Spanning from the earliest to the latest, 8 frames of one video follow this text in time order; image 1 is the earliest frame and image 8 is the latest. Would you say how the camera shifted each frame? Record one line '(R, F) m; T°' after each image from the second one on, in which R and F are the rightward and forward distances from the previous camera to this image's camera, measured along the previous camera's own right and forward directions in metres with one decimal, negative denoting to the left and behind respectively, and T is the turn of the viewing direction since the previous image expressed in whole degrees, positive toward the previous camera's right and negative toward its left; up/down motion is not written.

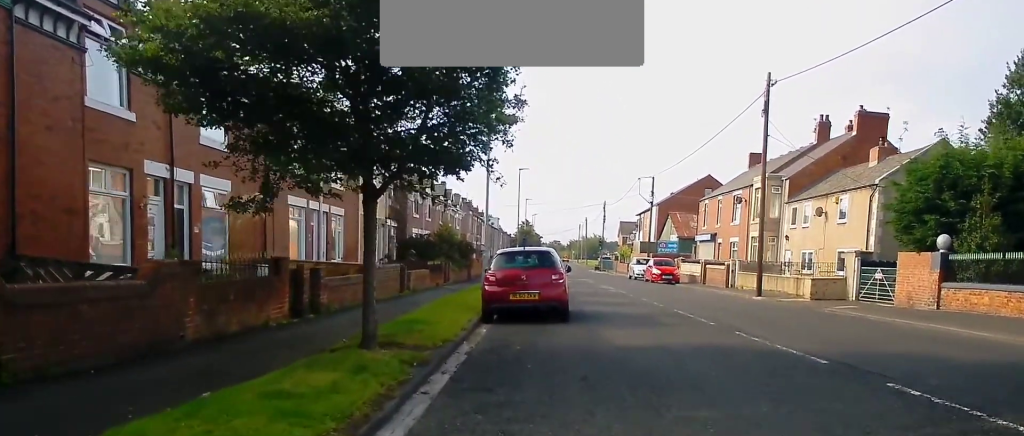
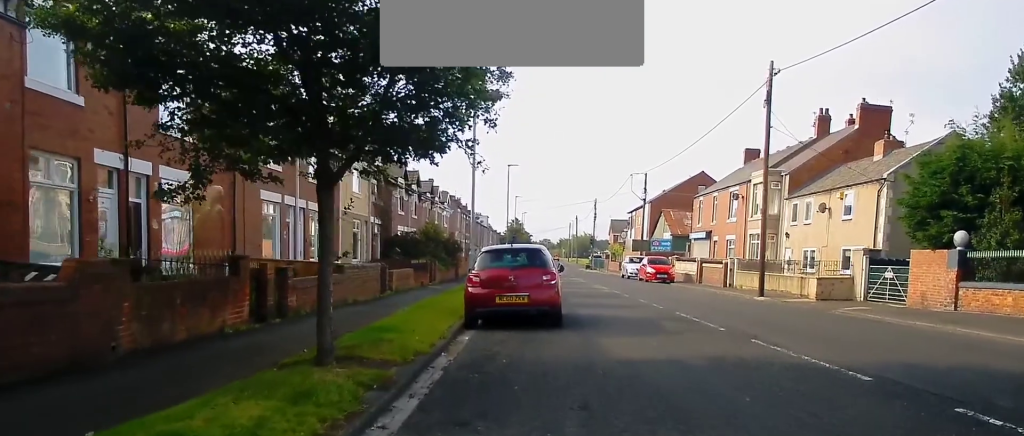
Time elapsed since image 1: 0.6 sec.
(0.0, +1.4) m; 0°
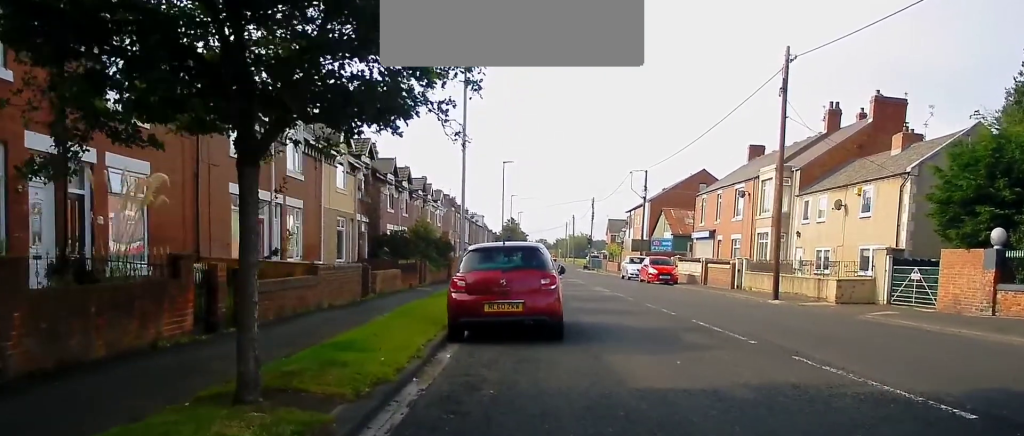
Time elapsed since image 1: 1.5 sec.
(0.0, +2.1) m; 0°
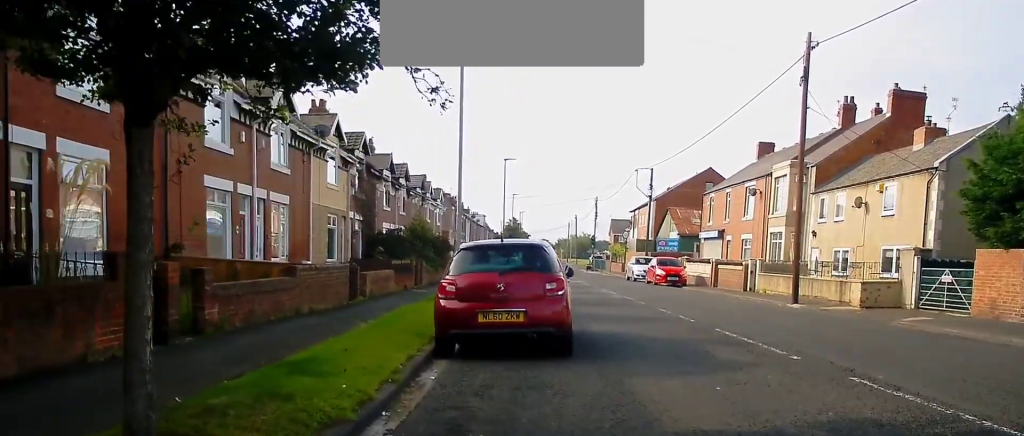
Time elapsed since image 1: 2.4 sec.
(0.0, +1.9) m; 0°
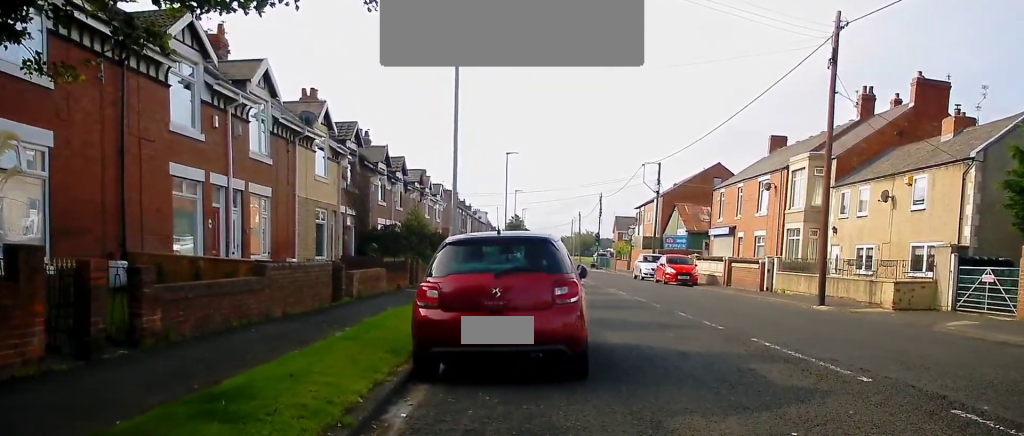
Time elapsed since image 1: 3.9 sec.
(0.0, +2.6) m; 0°
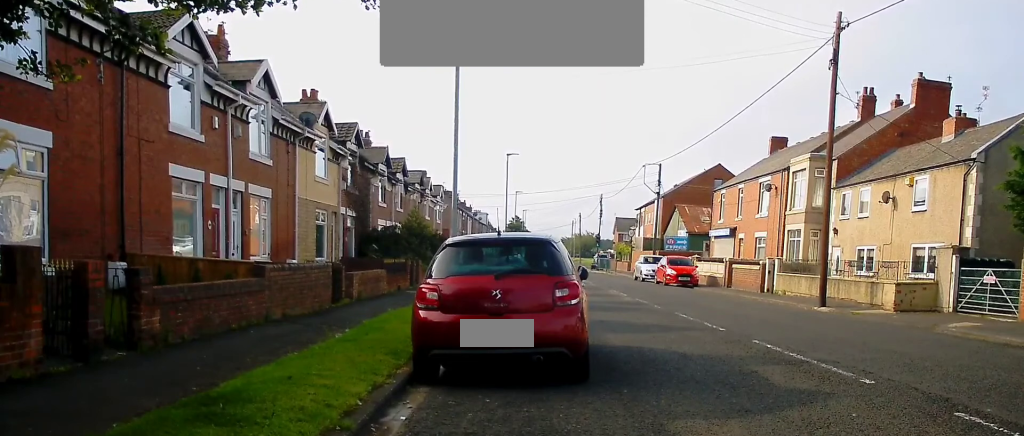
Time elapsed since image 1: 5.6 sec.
(0.0, +0.7) m; 0°
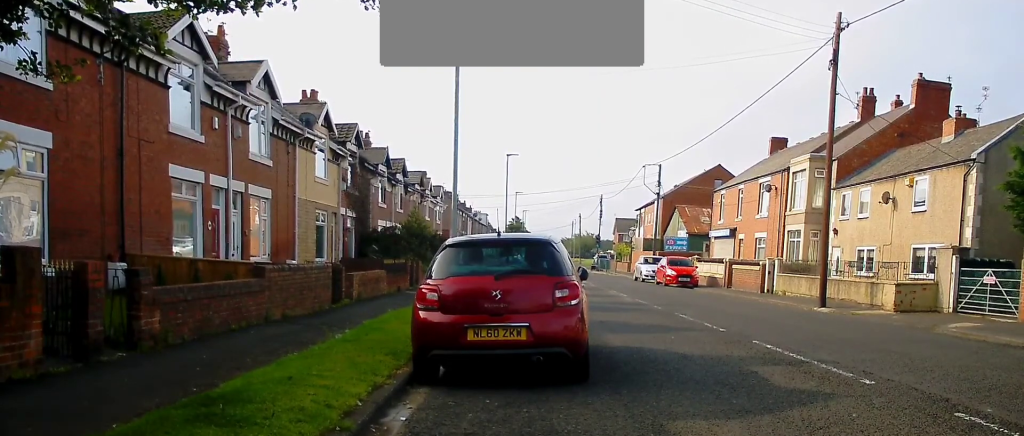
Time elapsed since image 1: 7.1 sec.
(0.0, 0.0) m; 0°
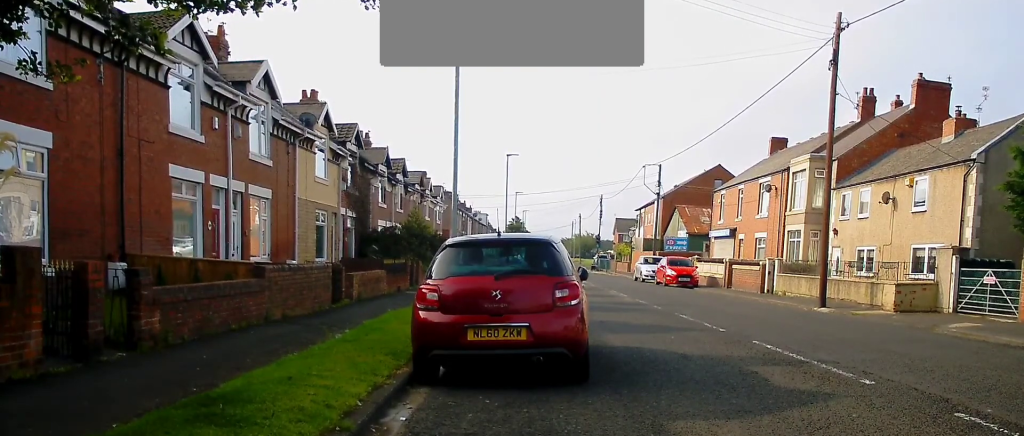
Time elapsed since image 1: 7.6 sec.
(0.0, 0.0) m; 0°
